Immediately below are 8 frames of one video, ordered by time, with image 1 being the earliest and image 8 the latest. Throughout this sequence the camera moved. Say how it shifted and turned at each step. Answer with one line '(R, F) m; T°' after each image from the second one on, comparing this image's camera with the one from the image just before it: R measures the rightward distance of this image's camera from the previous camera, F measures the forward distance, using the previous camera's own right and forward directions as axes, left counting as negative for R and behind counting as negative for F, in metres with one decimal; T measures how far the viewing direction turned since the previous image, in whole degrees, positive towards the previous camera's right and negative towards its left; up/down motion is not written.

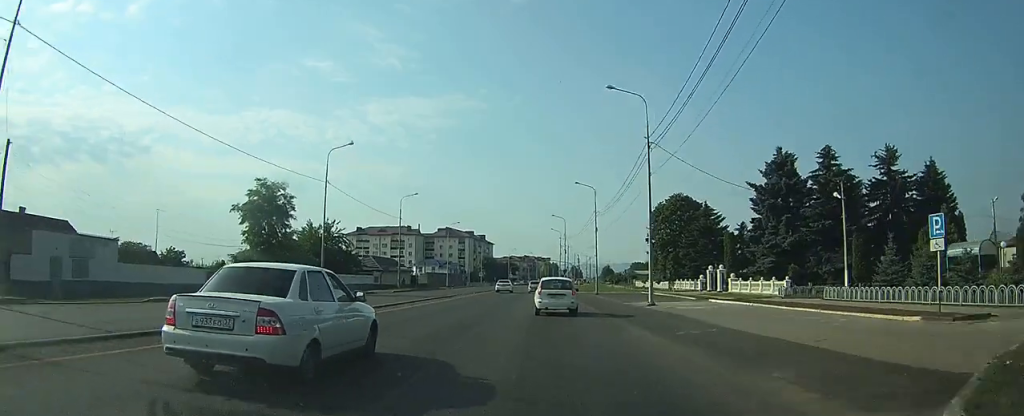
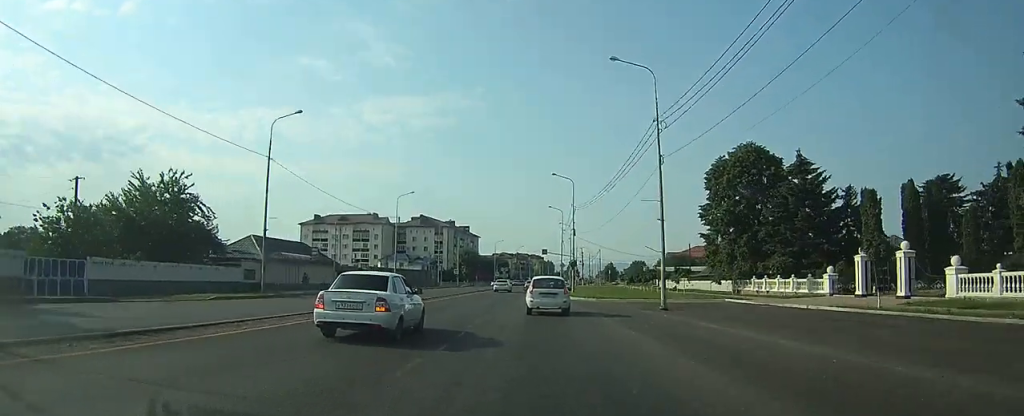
(+0.1, +37.5) m; 0°
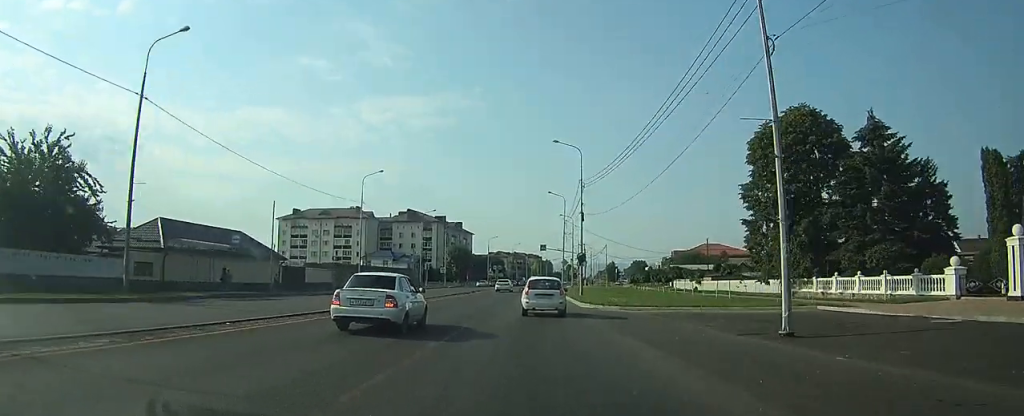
(0.0, +14.5) m; 0°
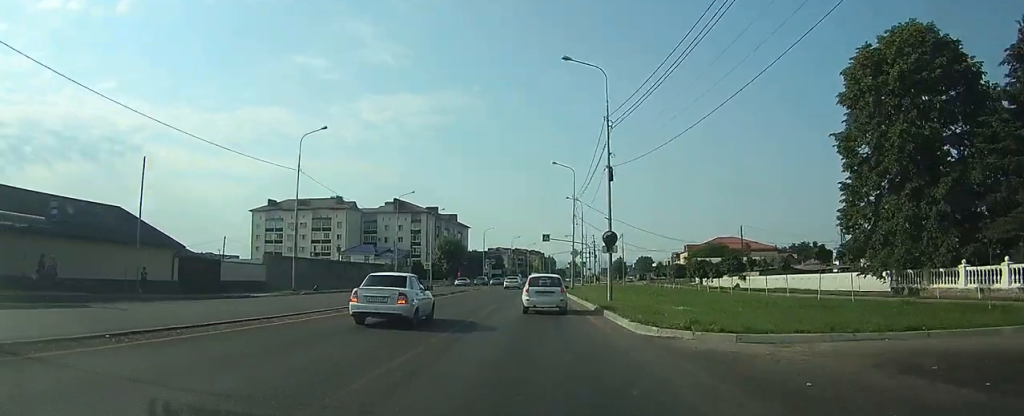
(0.0, +17.4) m; 0°
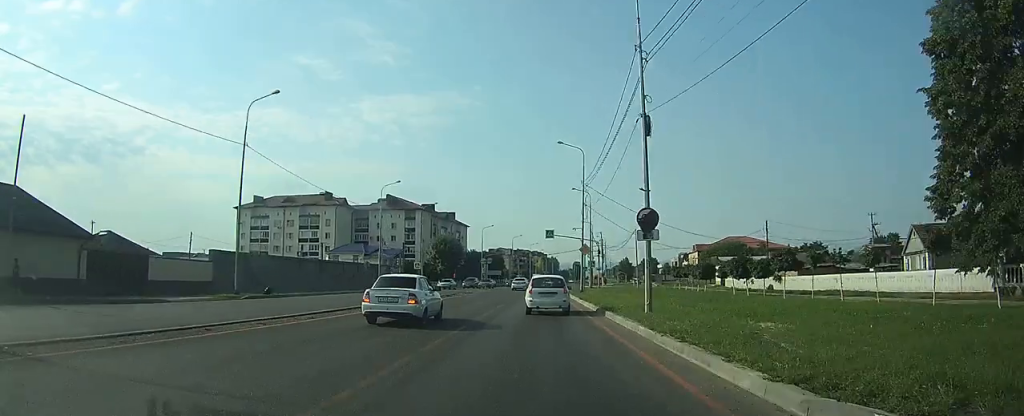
(0.0, +9.4) m; 0°
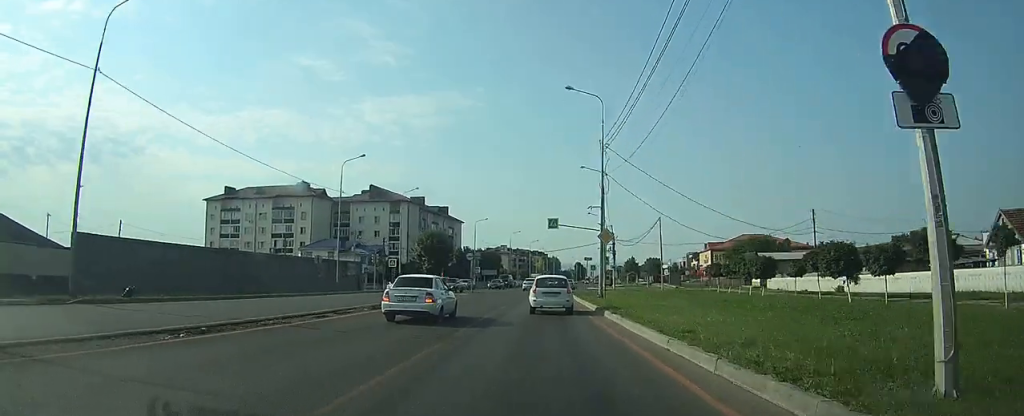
(-0.1, +14.3) m; 0°
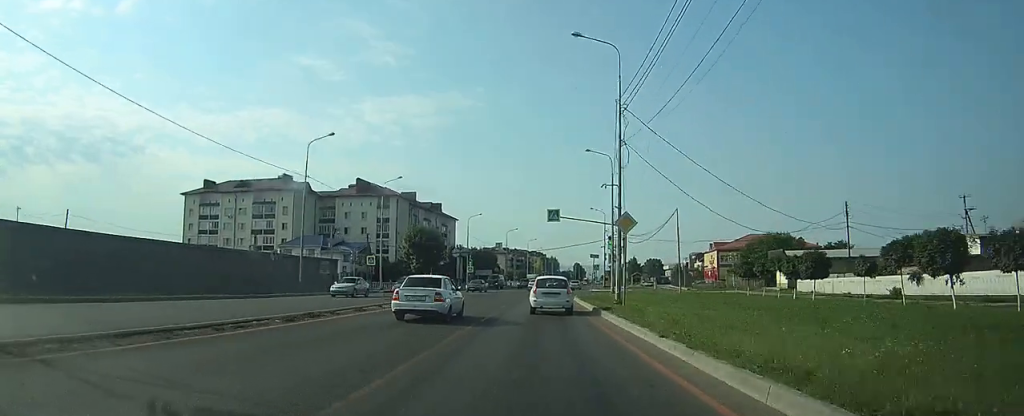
(0.0, +8.1) m; 0°
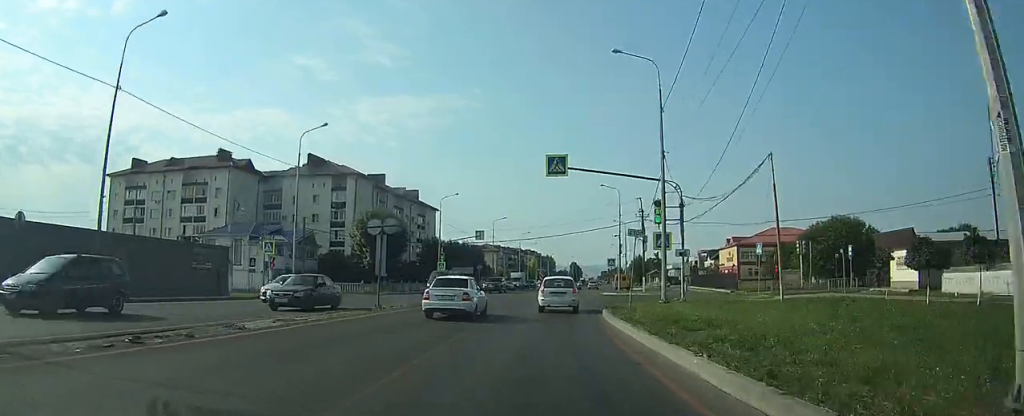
(+0.2, +22.4) m; +1°
